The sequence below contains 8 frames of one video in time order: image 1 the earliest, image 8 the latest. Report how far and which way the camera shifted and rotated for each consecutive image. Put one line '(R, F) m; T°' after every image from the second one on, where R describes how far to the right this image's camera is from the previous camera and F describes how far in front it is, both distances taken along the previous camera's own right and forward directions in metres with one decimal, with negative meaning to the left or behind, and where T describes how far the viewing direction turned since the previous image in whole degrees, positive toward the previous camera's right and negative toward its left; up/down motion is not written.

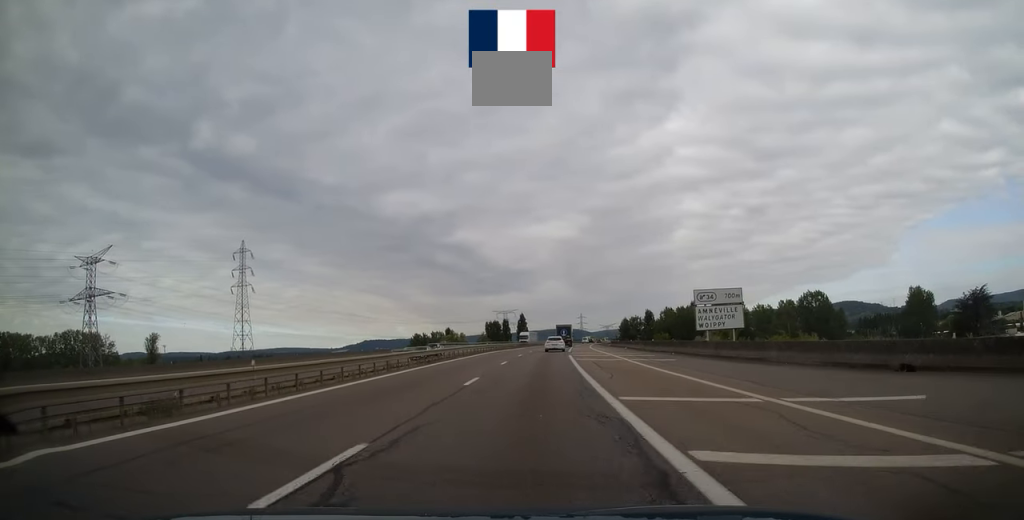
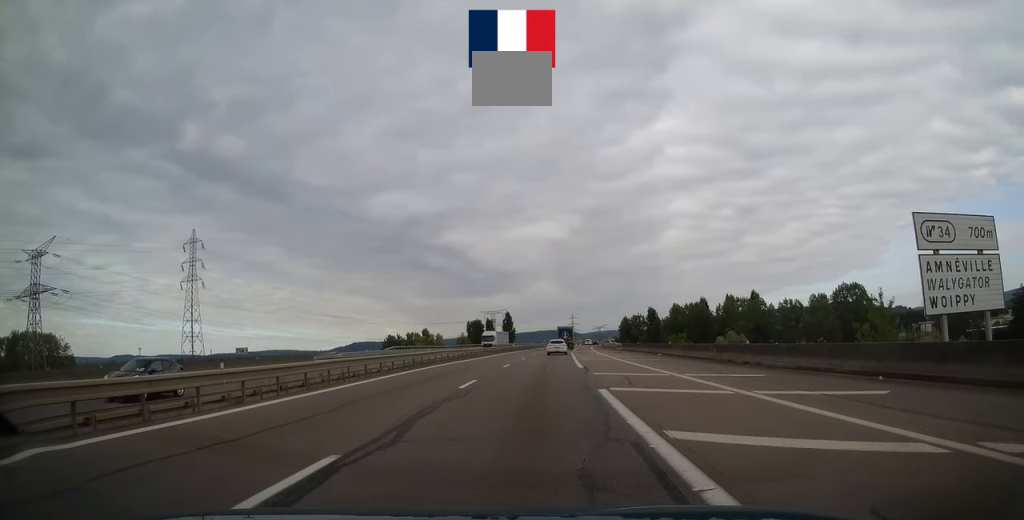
(+0.3, +27.1) m; +1°
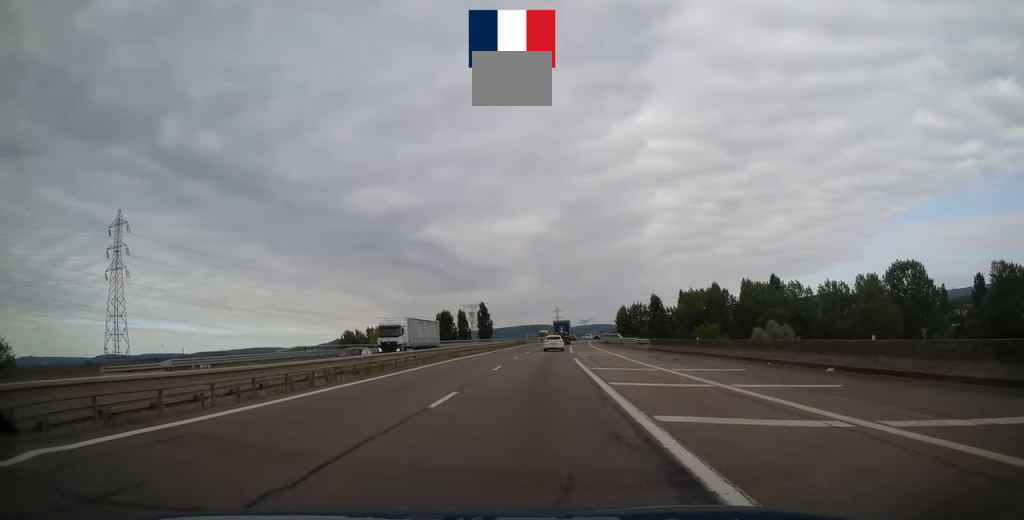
(+0.2, +31.0) m; +1°
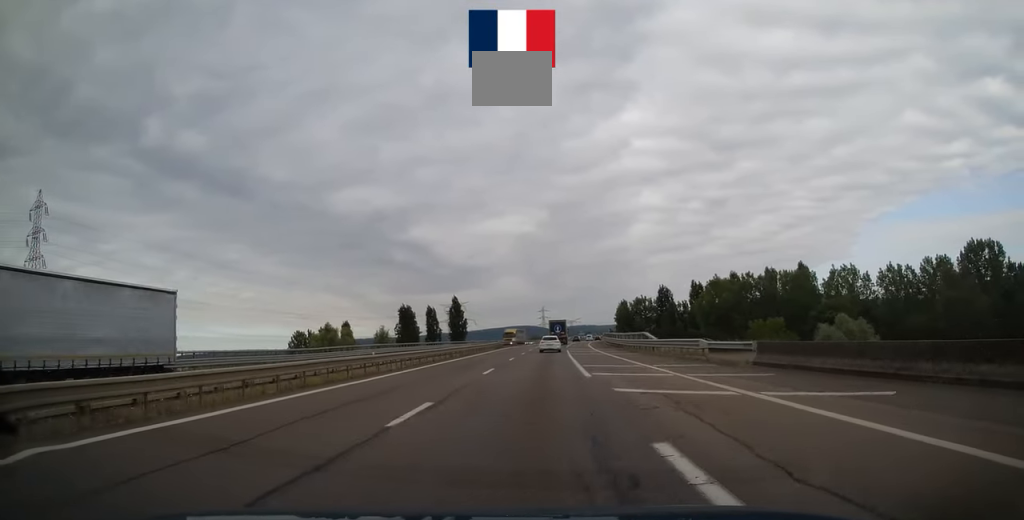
(+0.3, +28.1) m; +1°
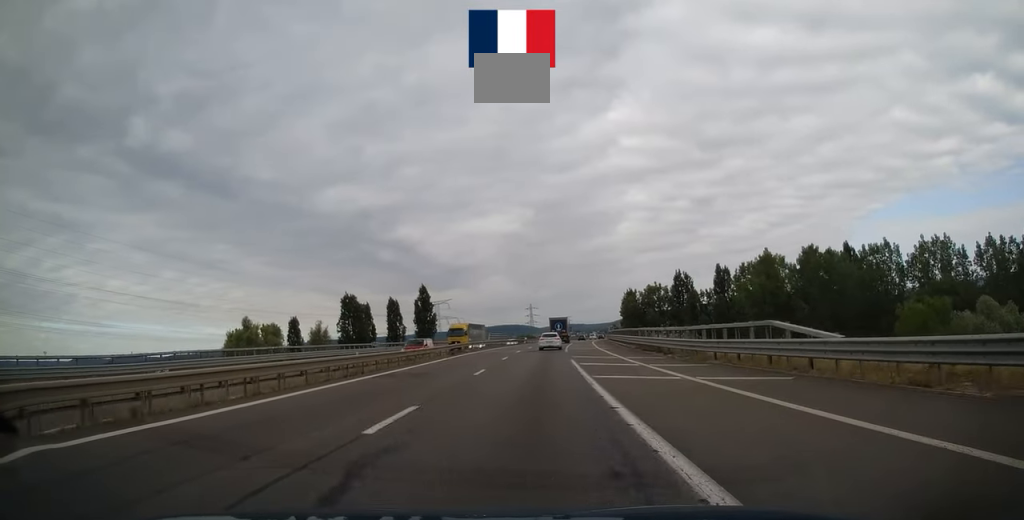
(+0.4, +27.6) m; +1°
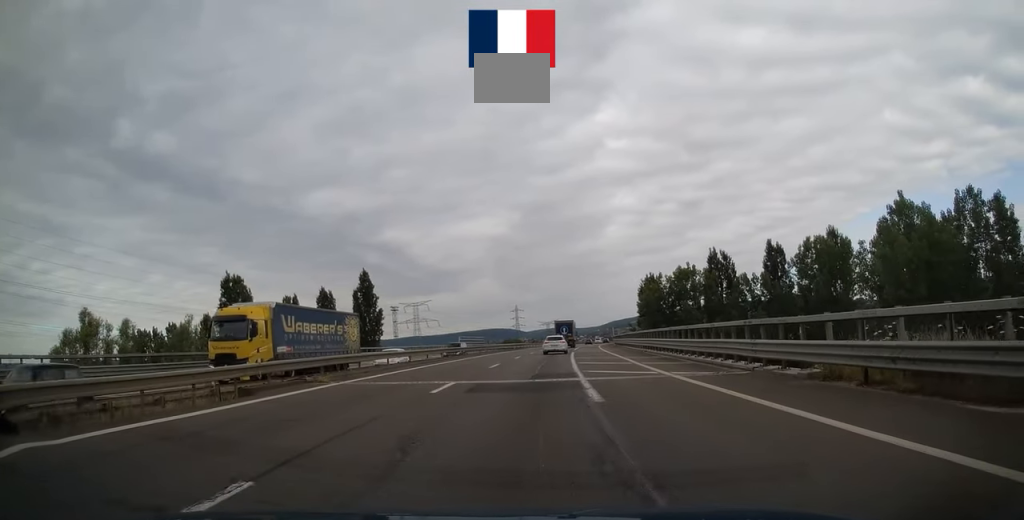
(+0.1, +31.5) m; +1°
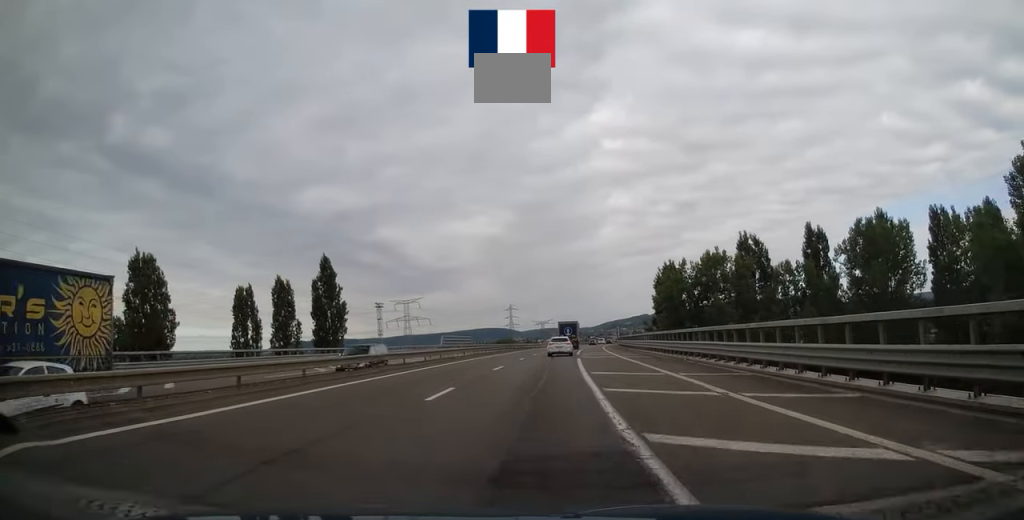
(0.0, +14.0) m; +1°
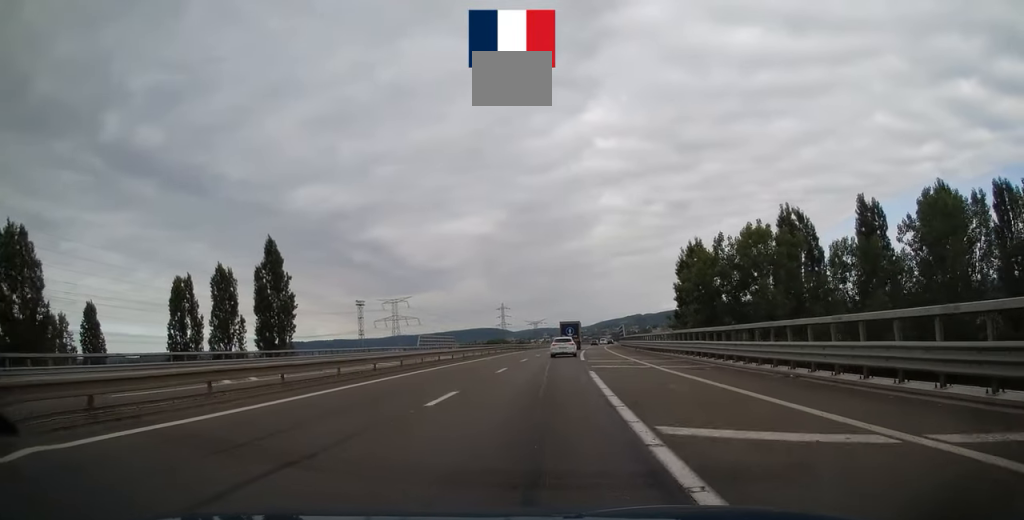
(+0.1, +13.6) m; +1°
